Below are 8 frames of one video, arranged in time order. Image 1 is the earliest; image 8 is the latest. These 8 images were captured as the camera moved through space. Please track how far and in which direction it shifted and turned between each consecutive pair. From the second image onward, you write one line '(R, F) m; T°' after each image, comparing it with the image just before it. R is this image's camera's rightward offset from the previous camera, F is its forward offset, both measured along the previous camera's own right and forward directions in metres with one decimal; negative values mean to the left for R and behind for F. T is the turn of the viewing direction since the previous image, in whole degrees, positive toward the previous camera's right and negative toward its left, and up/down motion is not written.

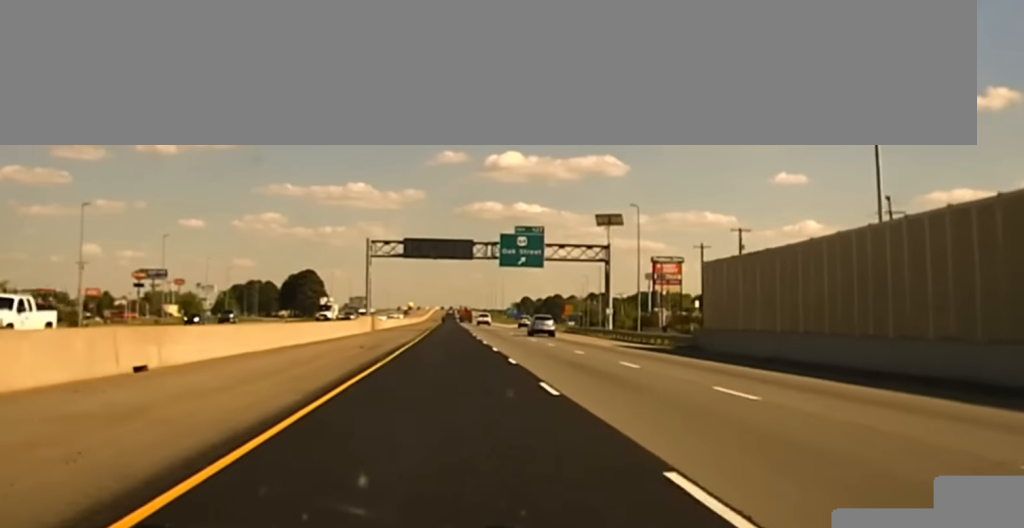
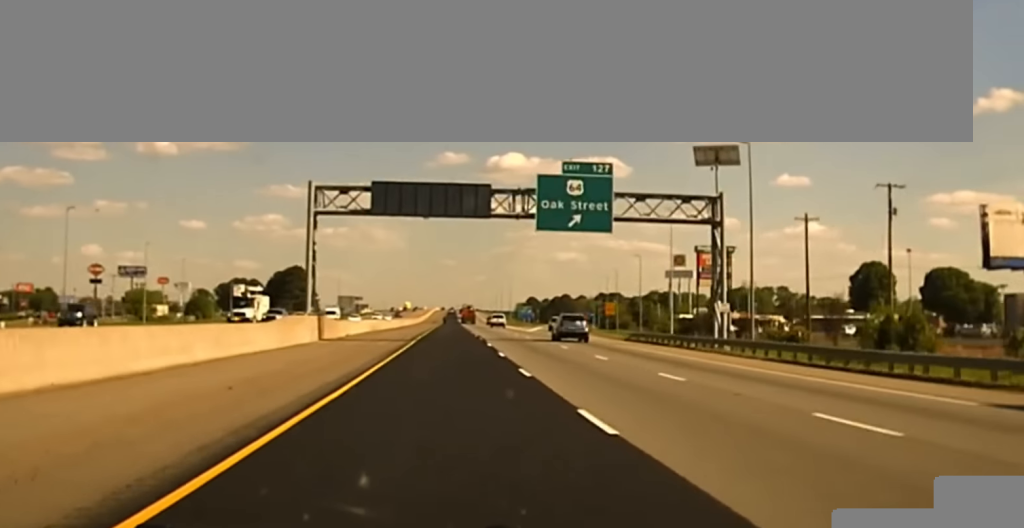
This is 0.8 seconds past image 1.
(-0.1, +45.3) m; 0°
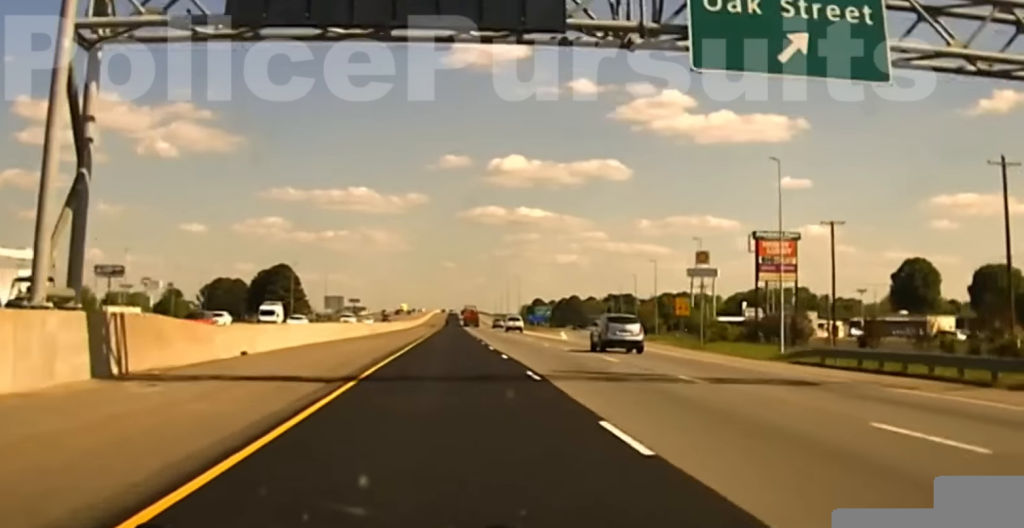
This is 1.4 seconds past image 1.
(-0.1, +36.6) m; 0°
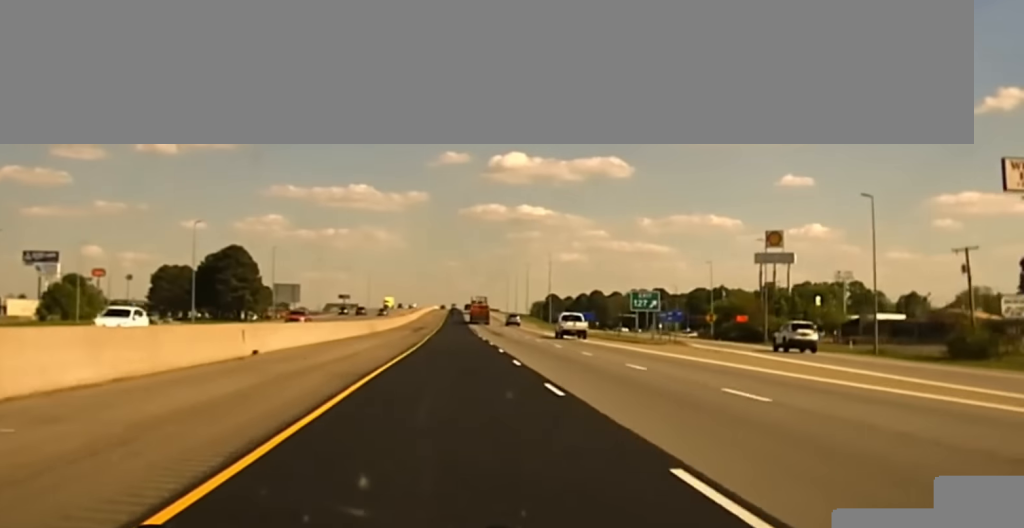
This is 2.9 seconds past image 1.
(-0.4, +84.0) m; 0°
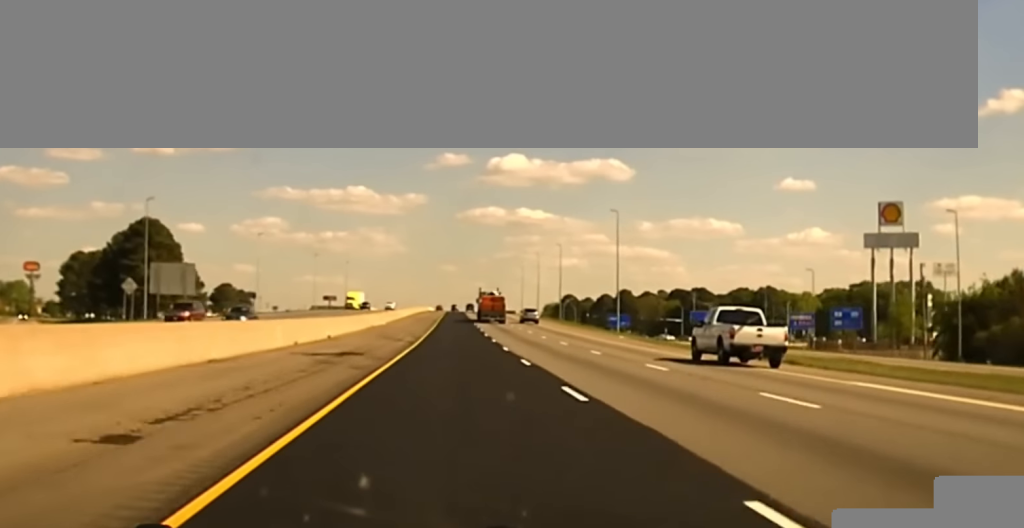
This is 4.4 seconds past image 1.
(+0.4, +75.4) m; +1°
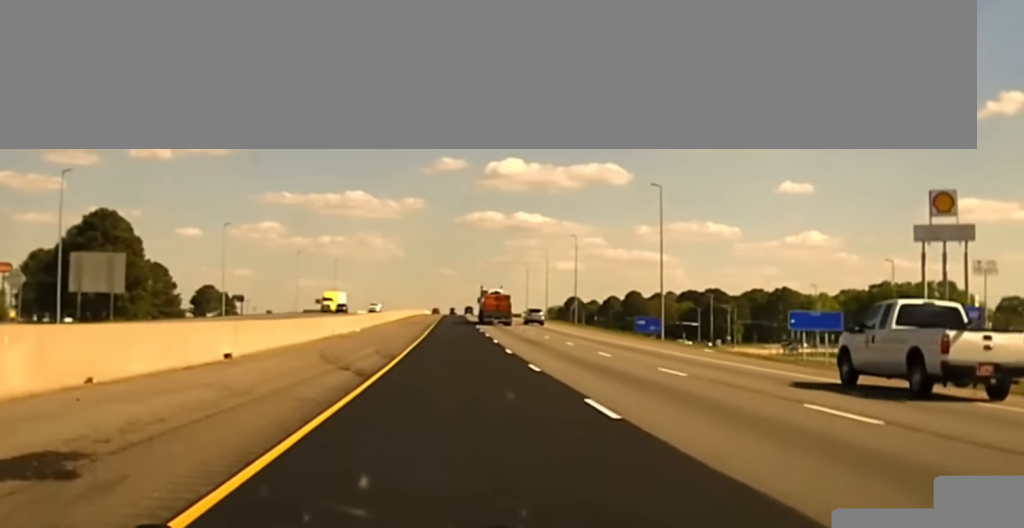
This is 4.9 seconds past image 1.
(0.0, +23.1) m; 0°
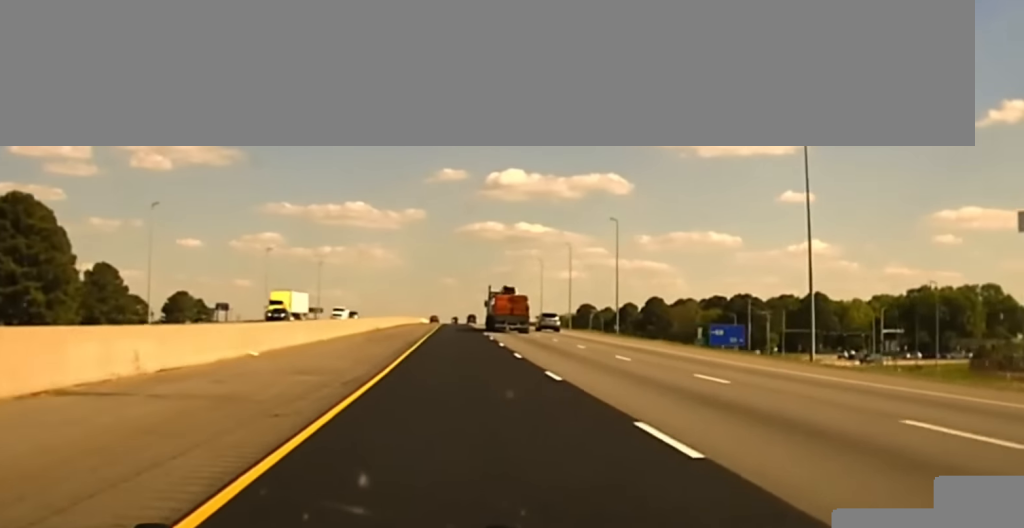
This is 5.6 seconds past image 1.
(0.0, +38.1) m; 0°
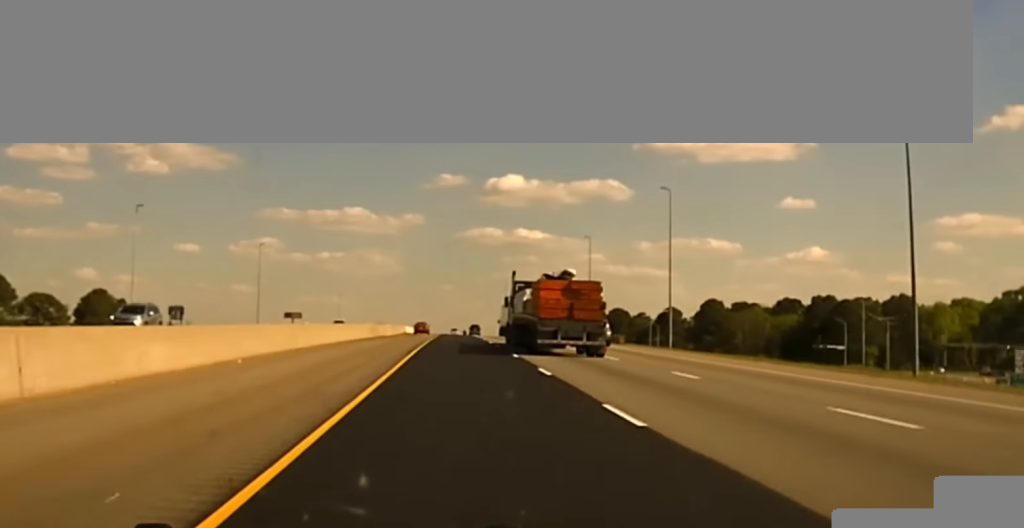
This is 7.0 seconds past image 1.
(0.0, +93.7) m; 0°
